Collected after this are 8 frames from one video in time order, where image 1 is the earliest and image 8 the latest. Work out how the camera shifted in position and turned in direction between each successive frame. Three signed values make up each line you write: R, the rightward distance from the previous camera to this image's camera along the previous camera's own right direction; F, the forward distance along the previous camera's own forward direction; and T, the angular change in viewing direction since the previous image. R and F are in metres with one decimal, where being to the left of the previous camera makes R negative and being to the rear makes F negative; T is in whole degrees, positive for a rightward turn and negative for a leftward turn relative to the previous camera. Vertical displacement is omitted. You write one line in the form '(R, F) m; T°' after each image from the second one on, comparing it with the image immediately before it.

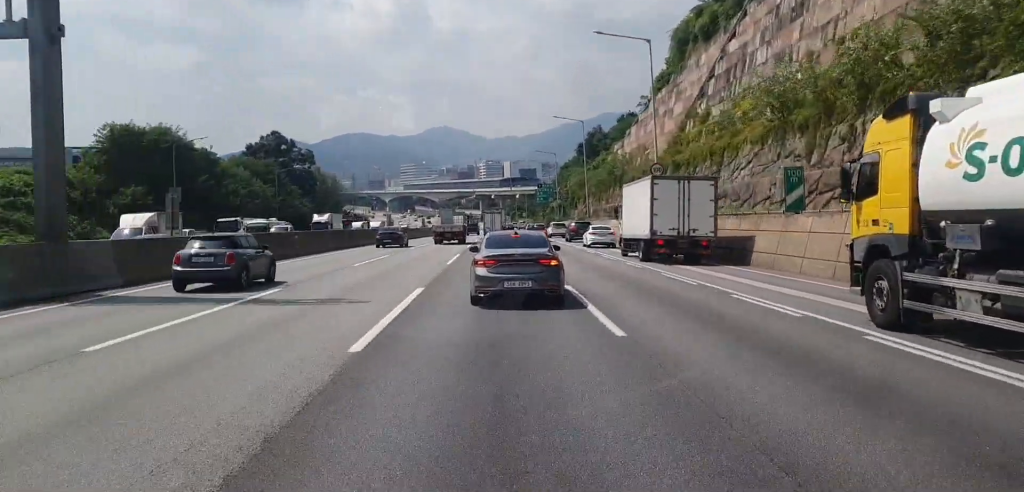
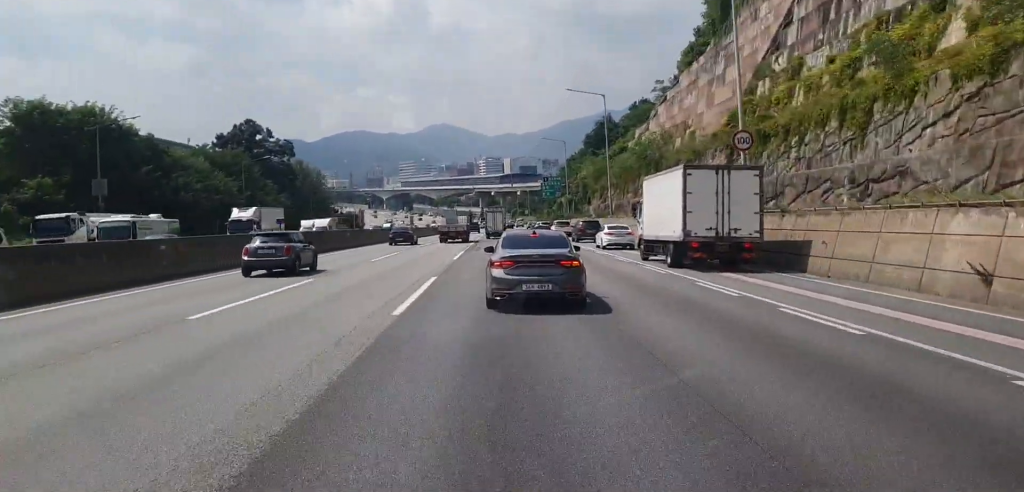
(0.0, +16.5) m; 0°
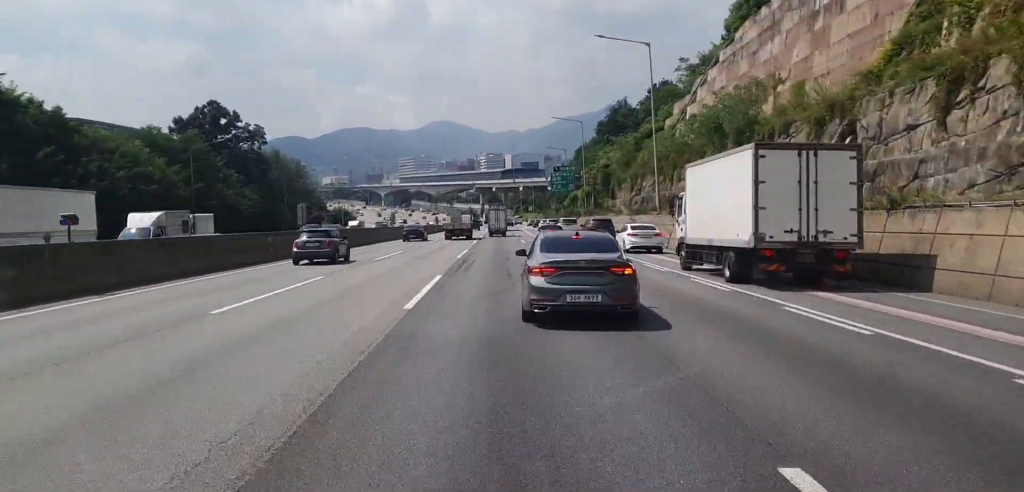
(0.0, +20.1) m; 0°
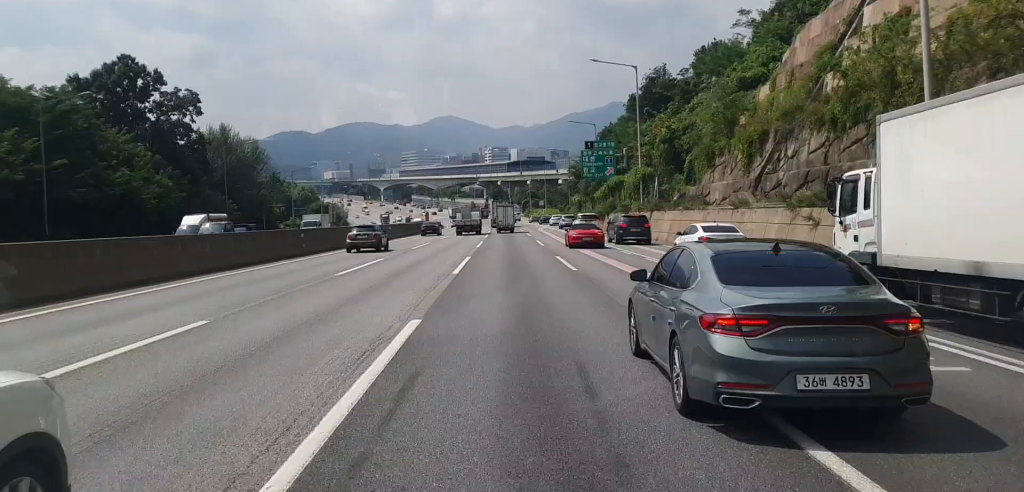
(0.0, +30.3) m; 0°
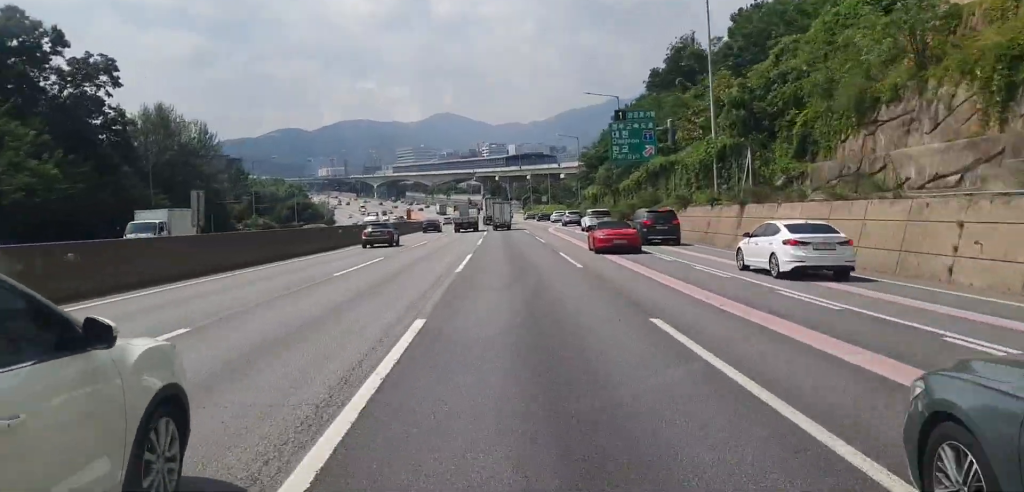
(0.0, +20.5) m; 0°
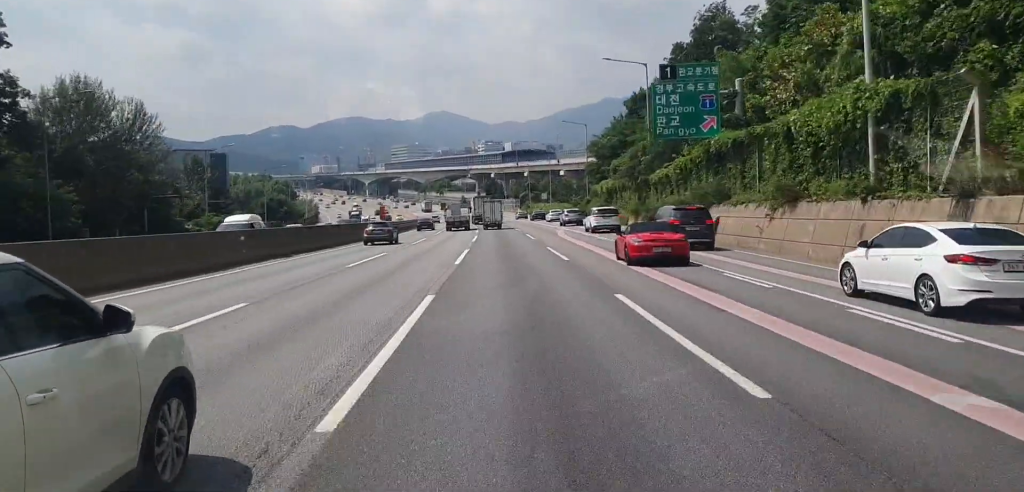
(0.0, +16.7) m; 0°
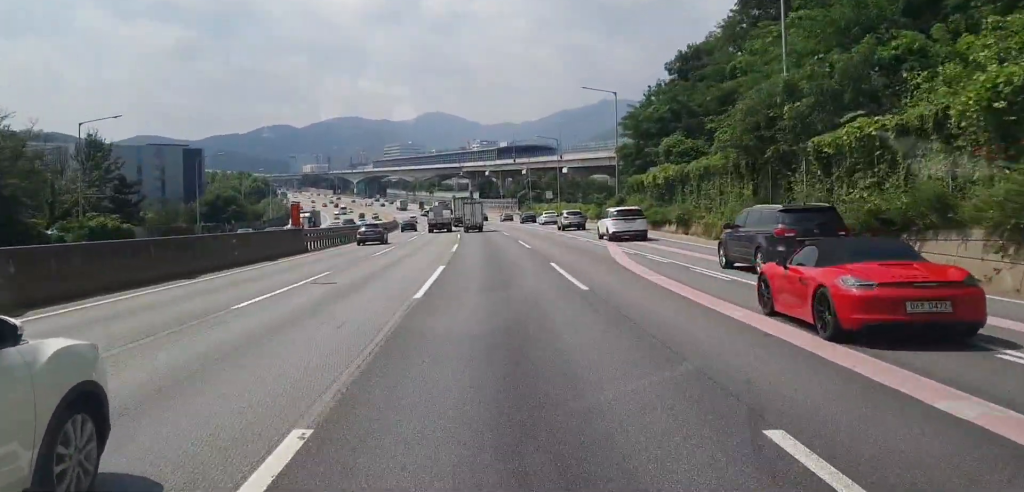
(0.0, +30.2) m; -1°
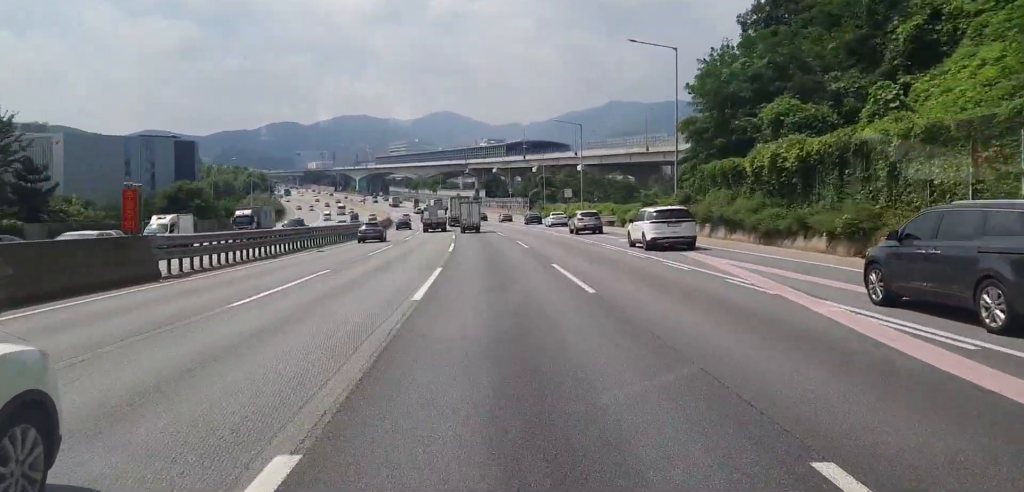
(-0.1, +20.1) m; -1°
